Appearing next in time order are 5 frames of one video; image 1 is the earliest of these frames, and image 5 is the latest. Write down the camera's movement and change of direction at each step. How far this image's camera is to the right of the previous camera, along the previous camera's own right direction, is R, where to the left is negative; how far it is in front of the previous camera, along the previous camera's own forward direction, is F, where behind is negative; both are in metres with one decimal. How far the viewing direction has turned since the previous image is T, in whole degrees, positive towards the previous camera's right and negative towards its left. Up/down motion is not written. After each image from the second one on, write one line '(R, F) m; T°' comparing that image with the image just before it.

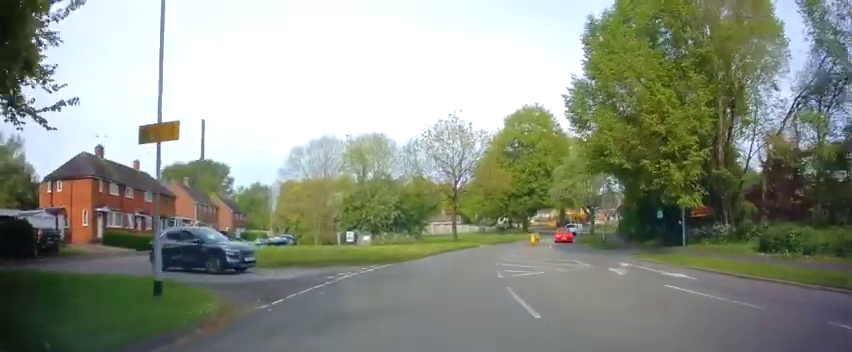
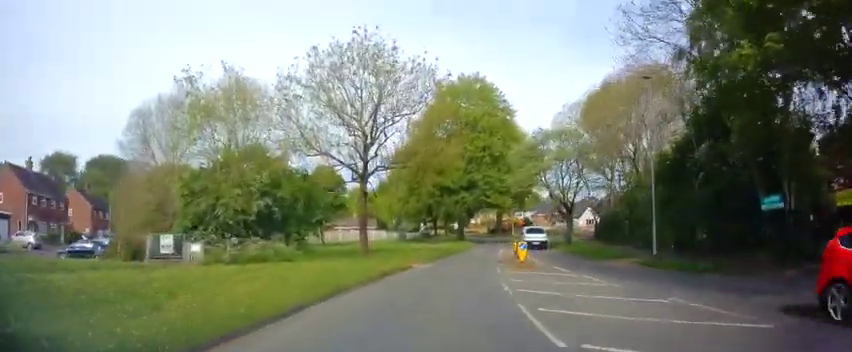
(+2.2, +19.7) m; +12°
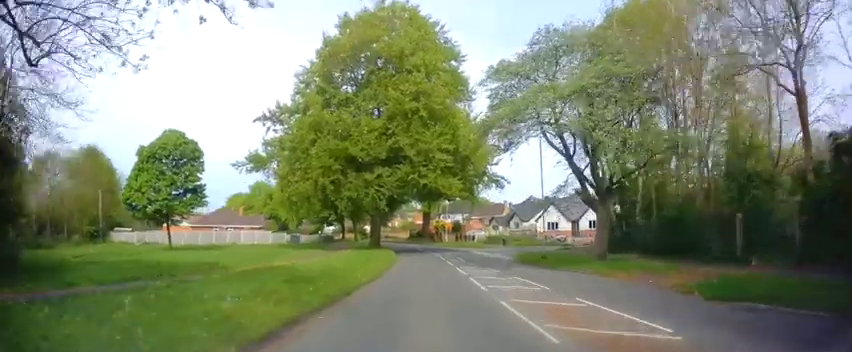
(+1.4, +22.6) m; +6°
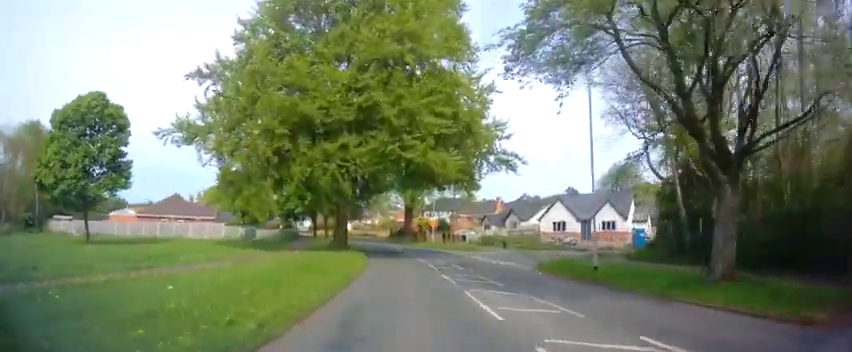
(+0.3, +10.2) m; +4°
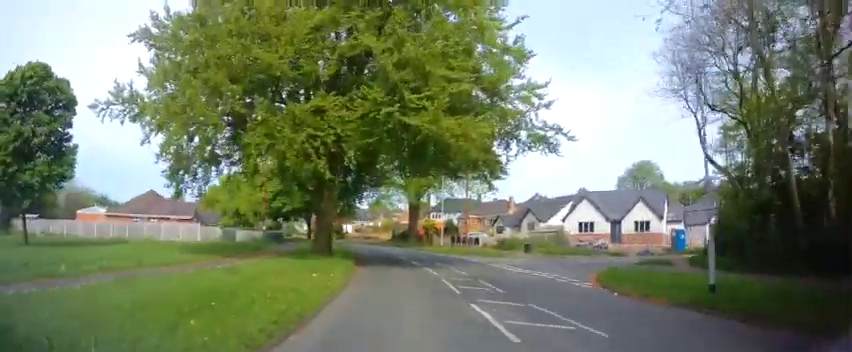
(+0.3, +7.2) m; +1°
